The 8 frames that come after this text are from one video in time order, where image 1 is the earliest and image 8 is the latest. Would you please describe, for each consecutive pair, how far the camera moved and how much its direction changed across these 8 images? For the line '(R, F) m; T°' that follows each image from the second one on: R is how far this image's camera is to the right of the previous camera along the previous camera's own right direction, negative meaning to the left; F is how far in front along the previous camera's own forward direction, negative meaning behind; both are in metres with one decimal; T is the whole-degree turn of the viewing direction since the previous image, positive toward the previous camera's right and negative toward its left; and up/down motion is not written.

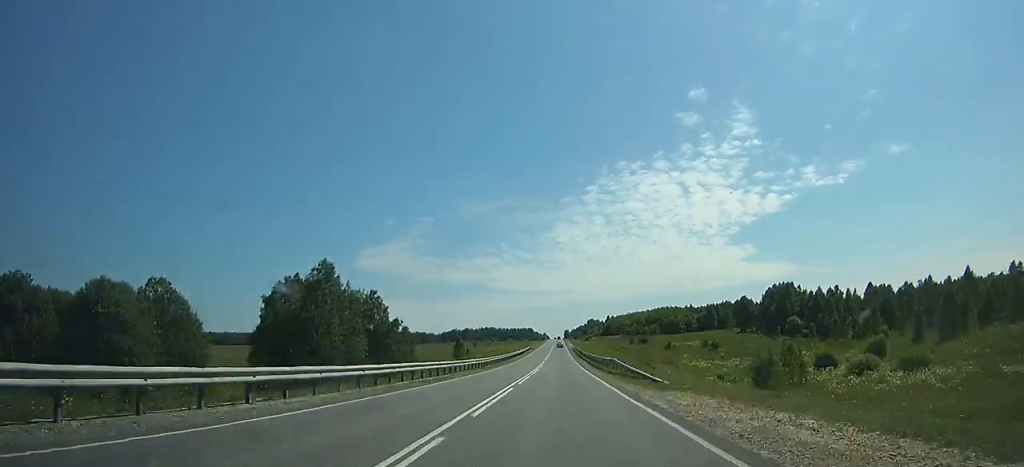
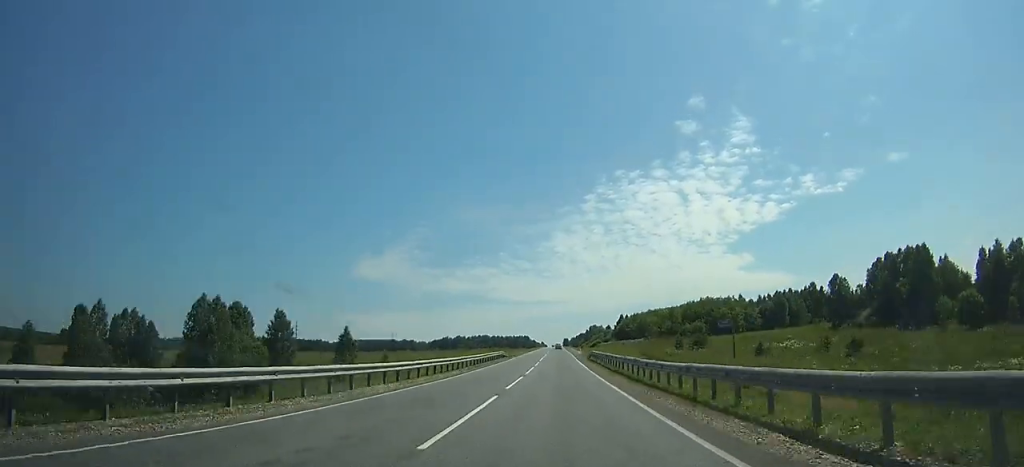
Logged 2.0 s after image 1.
(+0.1, +66.4) m; 0°
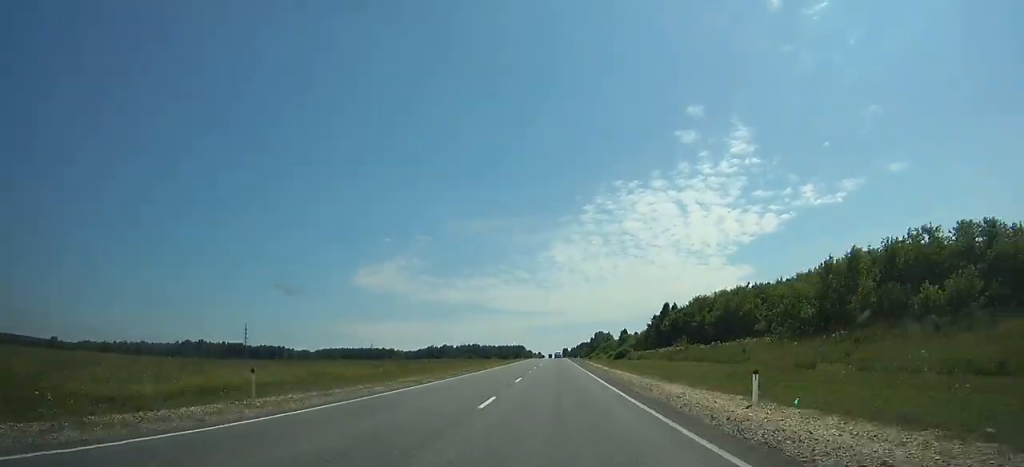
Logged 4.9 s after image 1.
(+0.1, +95.6) m; 0°
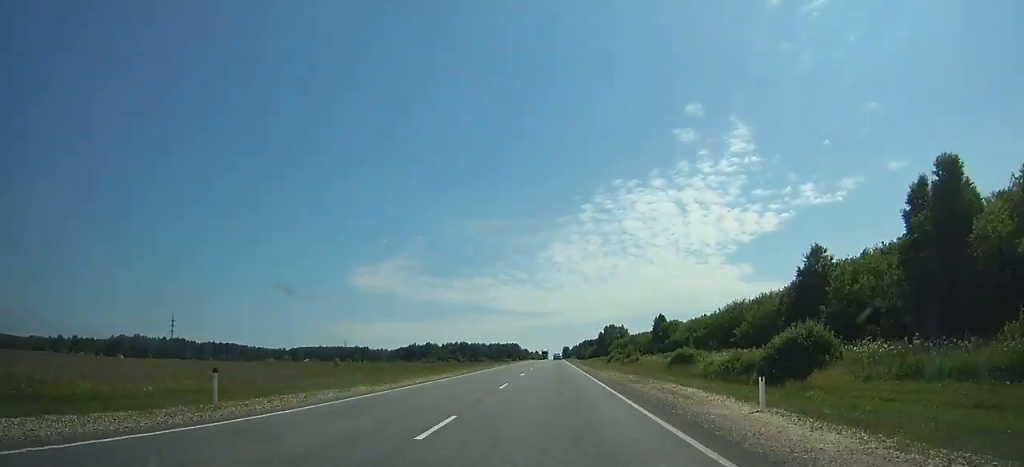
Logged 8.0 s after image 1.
(+0.1, +100.6) m; 0°
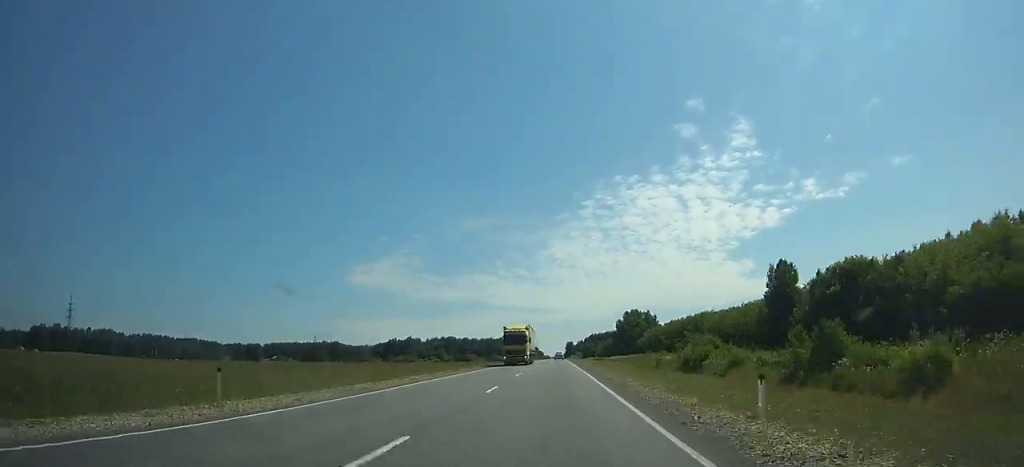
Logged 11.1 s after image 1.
(-0.1, +99.0) m; 0°
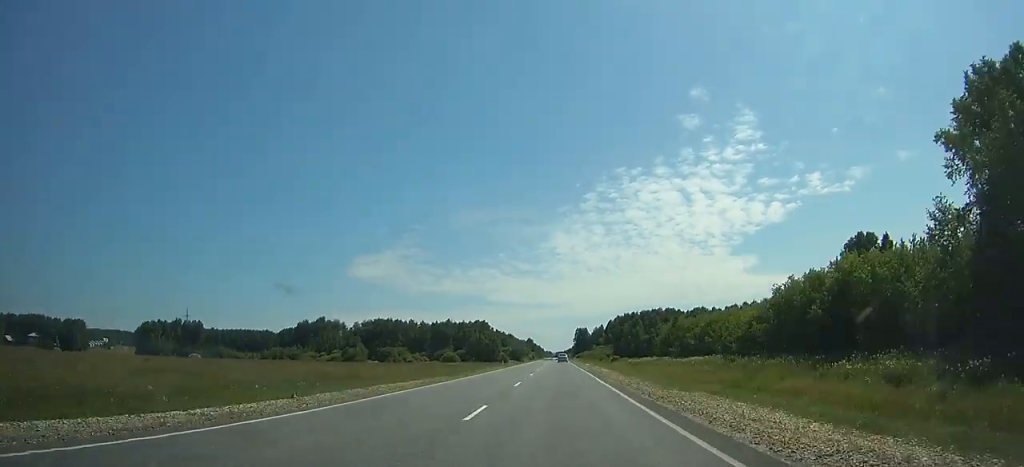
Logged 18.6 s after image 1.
(-0.9, +235.5) m; 0°
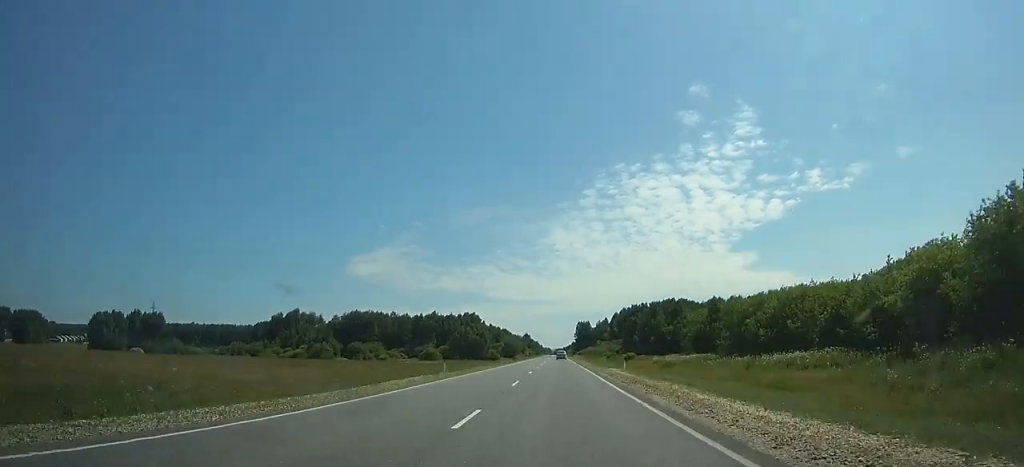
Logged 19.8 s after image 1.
(+0.1, +37.5) m; 0°
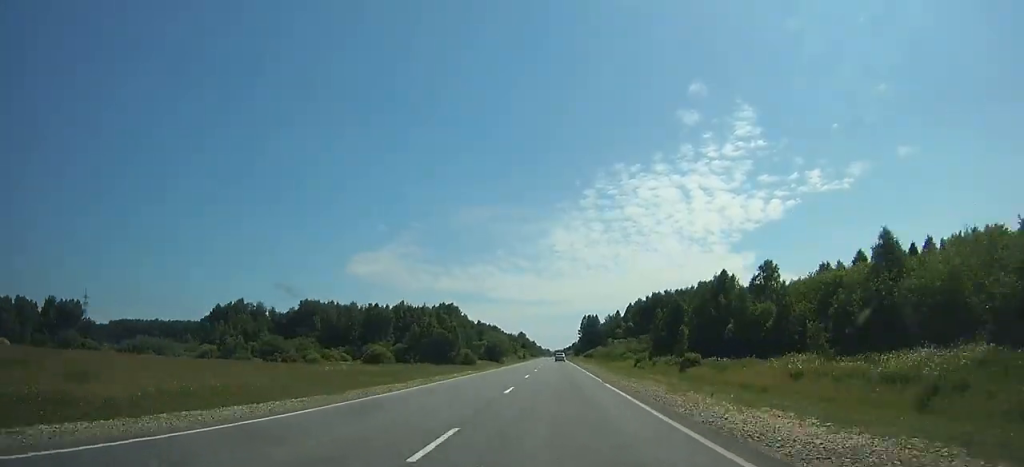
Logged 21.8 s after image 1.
(0.0, +62.7) m; 0°
